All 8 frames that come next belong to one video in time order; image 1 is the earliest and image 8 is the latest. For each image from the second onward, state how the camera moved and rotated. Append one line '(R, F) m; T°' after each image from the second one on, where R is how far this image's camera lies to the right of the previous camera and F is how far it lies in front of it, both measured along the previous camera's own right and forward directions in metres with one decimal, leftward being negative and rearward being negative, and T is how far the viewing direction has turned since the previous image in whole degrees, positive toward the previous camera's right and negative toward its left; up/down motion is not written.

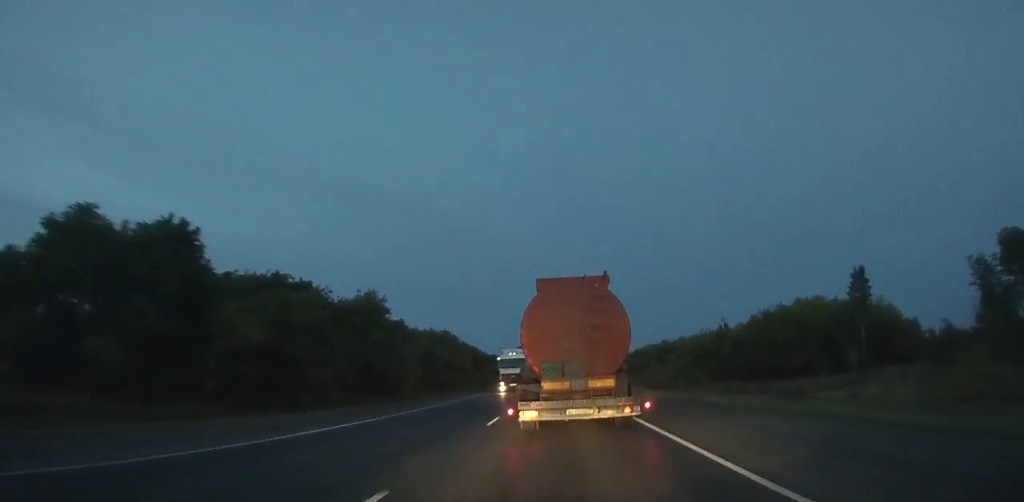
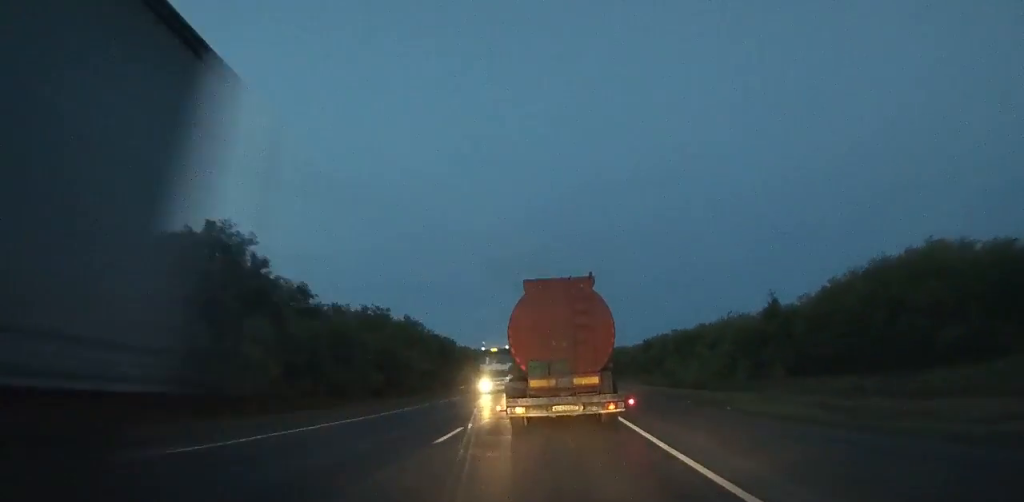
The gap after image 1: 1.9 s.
(-0.1, +28.1) m; 0°
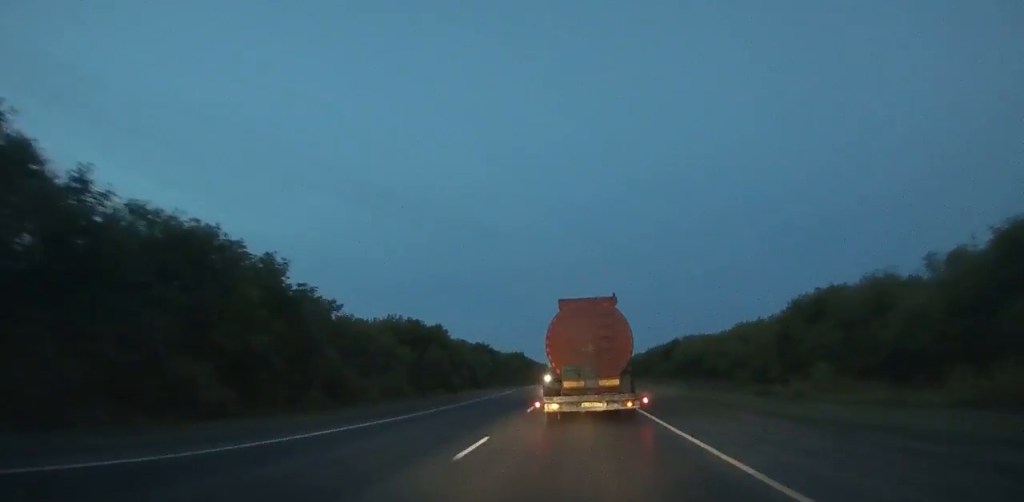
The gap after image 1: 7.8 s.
(-0.4, +87.5) m; -1°
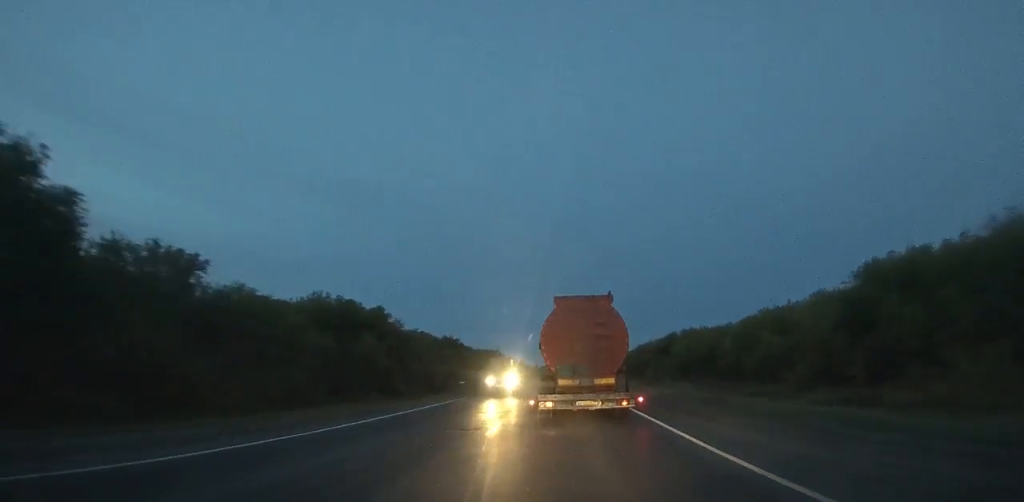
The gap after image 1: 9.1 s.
(0.0, +20.3) m; 0°
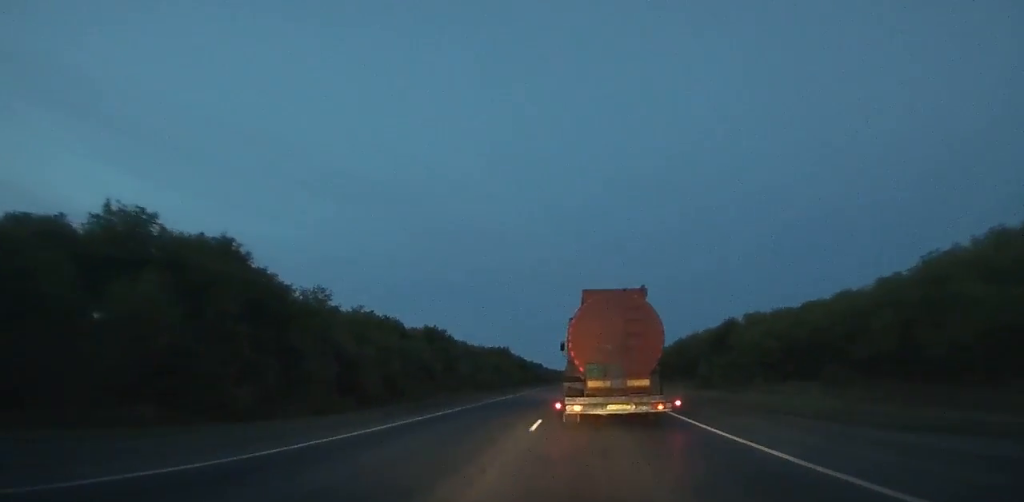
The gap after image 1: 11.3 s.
(-0.2, +35.7) m; -1°
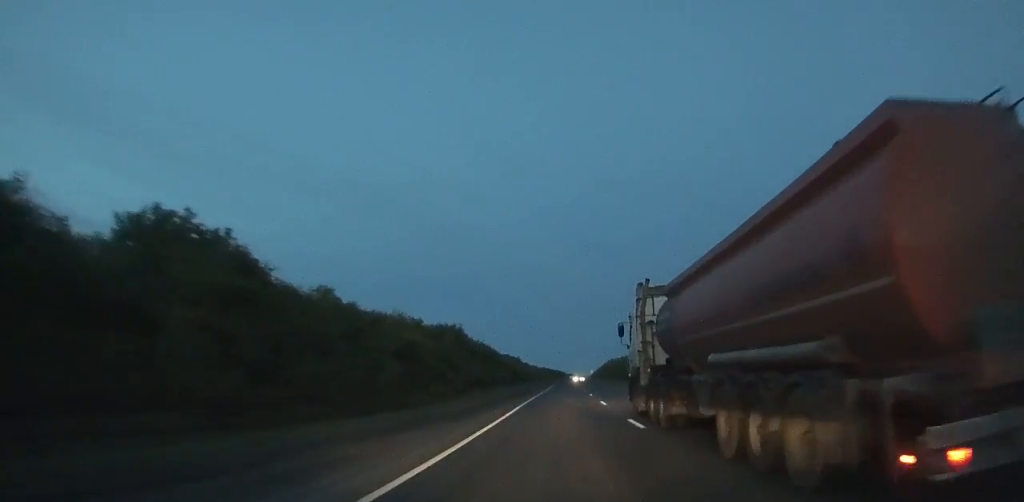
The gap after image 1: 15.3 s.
(-0.4, +71.1) m; 0°
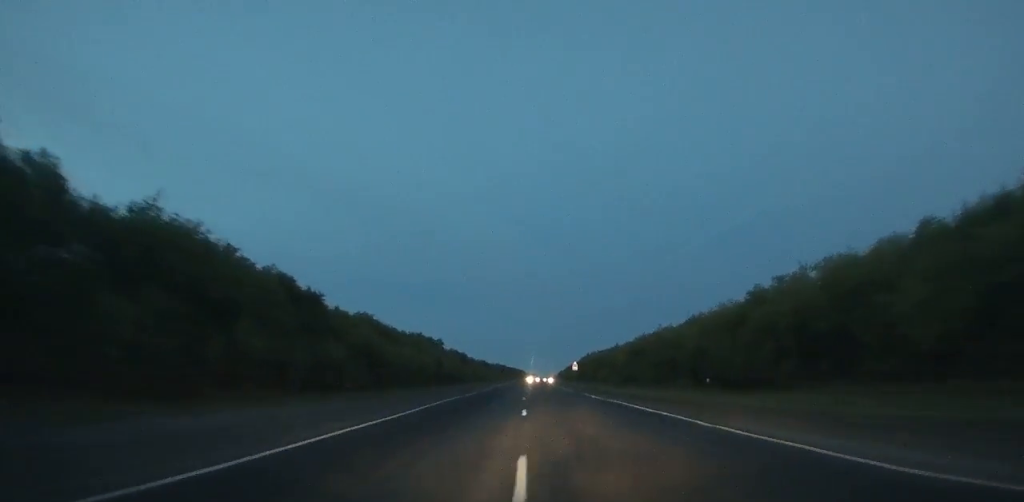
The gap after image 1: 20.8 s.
(+3.3, +110.1) m; +3°
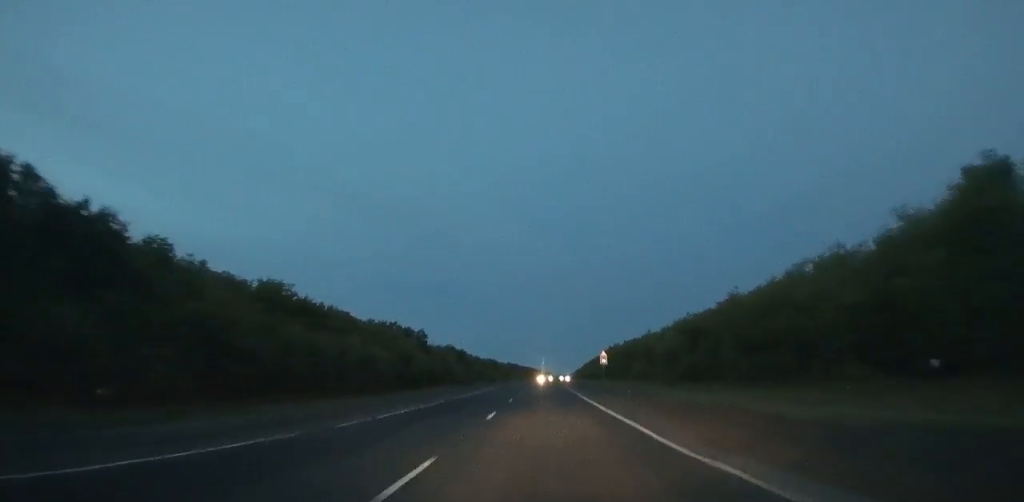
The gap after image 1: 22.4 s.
(+0.4, +33.5) m; 0°
